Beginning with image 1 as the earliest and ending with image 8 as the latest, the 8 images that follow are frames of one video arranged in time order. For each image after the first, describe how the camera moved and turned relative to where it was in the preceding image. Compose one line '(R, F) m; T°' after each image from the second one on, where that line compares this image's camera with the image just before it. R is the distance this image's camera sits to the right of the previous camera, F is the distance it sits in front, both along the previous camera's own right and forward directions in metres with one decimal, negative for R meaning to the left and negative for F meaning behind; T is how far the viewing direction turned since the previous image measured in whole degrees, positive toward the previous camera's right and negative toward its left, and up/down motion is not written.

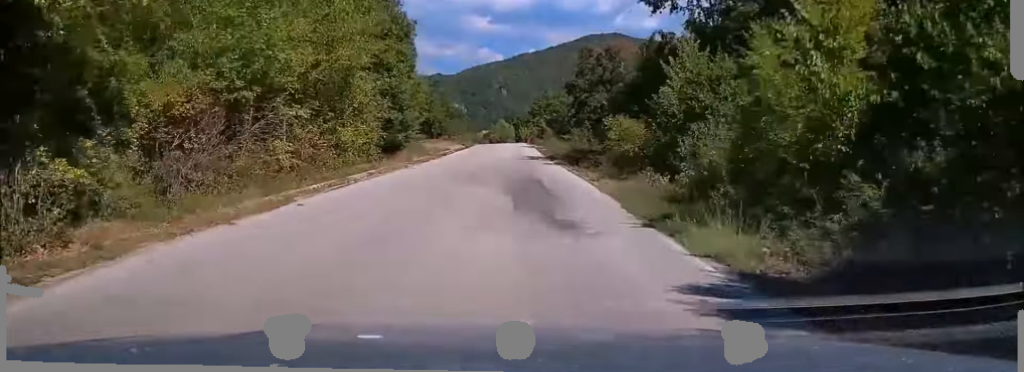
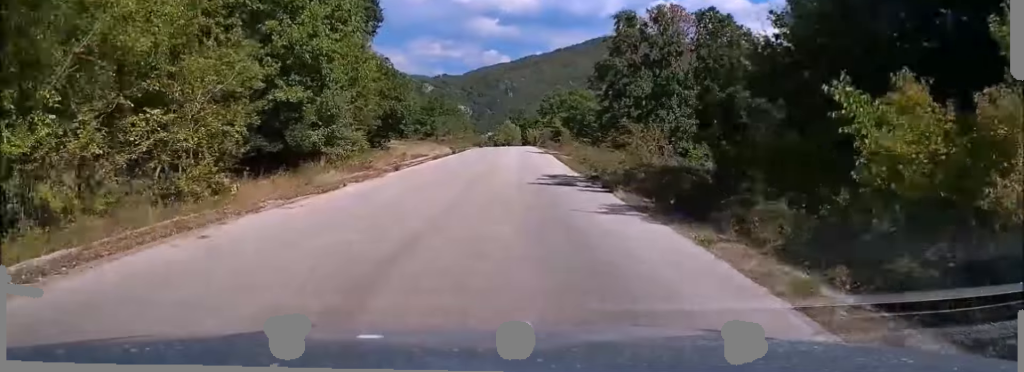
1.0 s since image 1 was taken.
(-0.4, +21.9) m; 0°
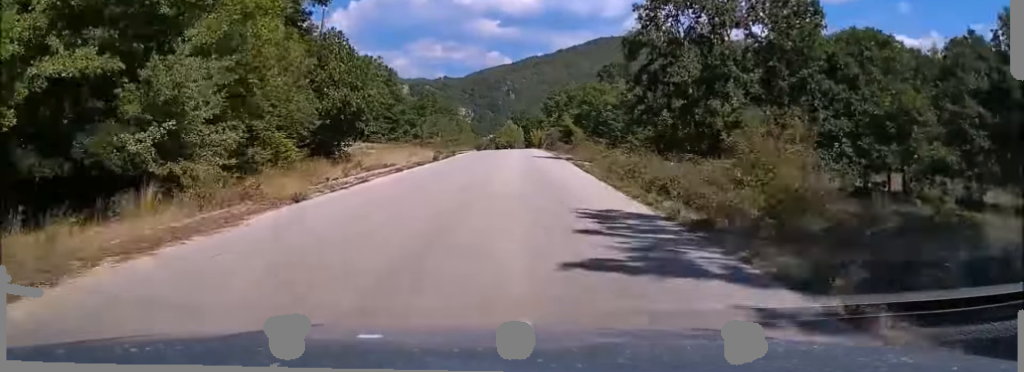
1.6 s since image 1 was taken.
(+0.2, +12.5) m; +1°
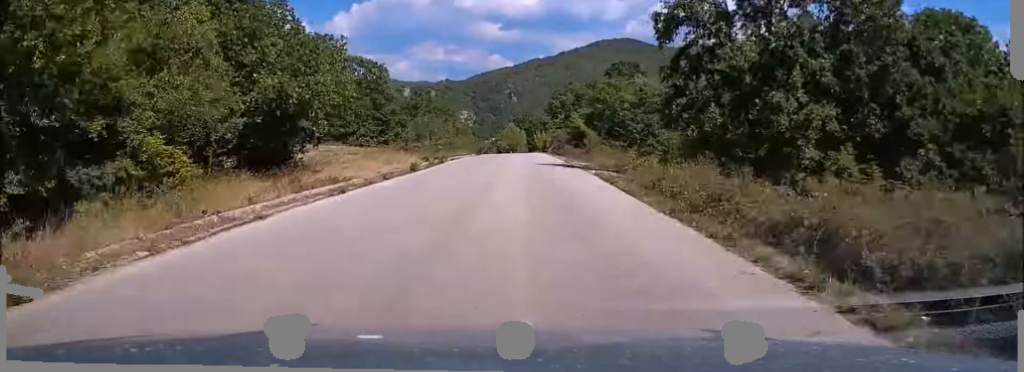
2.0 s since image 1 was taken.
(+0.1, +8.8) m; 0°
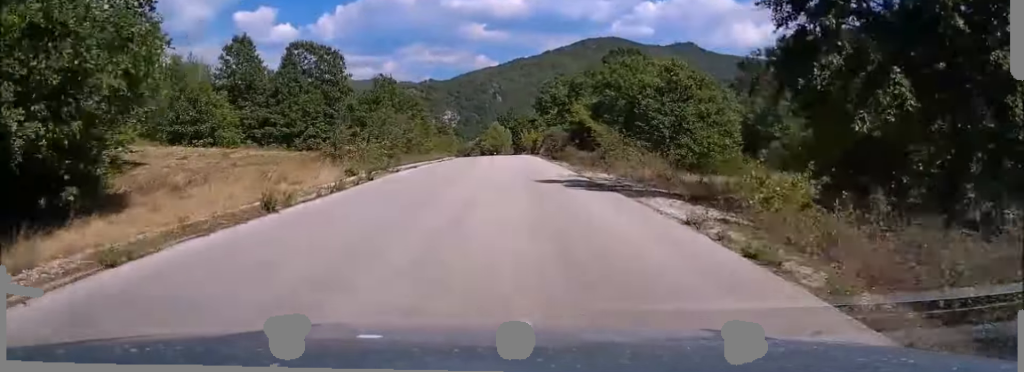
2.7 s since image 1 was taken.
(0.0, +15.7) m; 0°
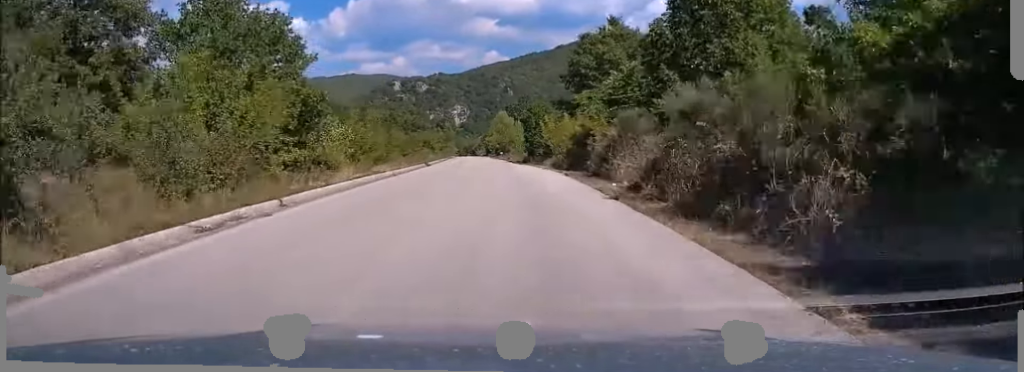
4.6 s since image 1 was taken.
(-0.1, +45.0) m; -1°
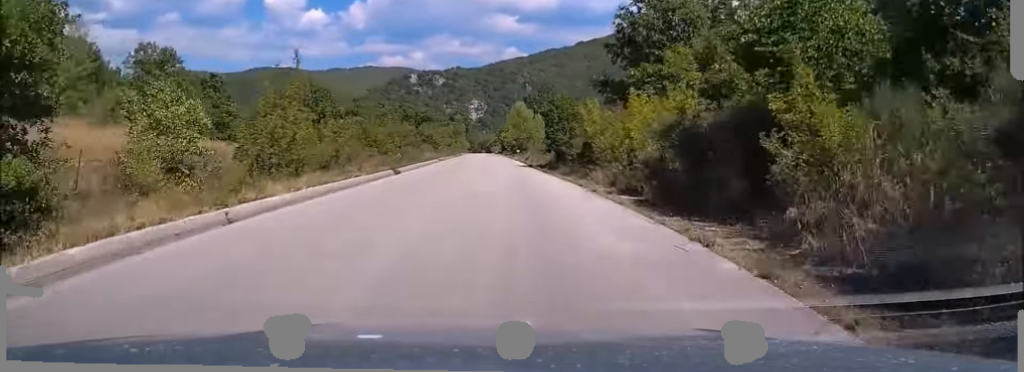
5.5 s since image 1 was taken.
(-0.2, +20.0) m; -1°
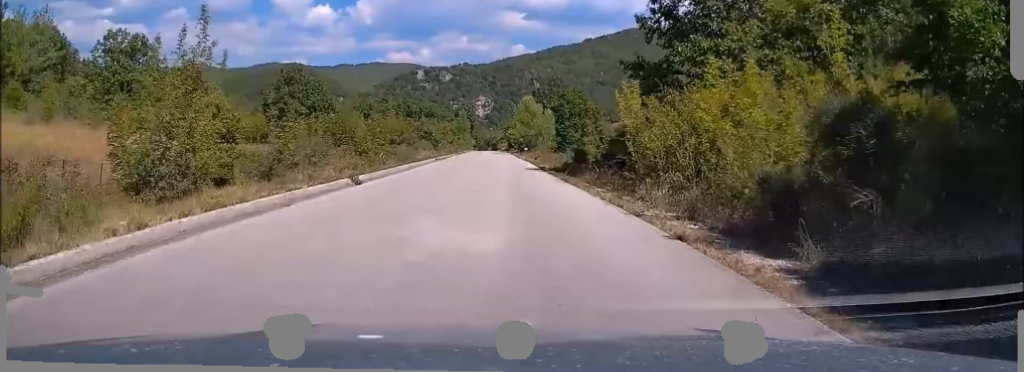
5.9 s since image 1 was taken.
(0.0, +10.0) m; 0°
